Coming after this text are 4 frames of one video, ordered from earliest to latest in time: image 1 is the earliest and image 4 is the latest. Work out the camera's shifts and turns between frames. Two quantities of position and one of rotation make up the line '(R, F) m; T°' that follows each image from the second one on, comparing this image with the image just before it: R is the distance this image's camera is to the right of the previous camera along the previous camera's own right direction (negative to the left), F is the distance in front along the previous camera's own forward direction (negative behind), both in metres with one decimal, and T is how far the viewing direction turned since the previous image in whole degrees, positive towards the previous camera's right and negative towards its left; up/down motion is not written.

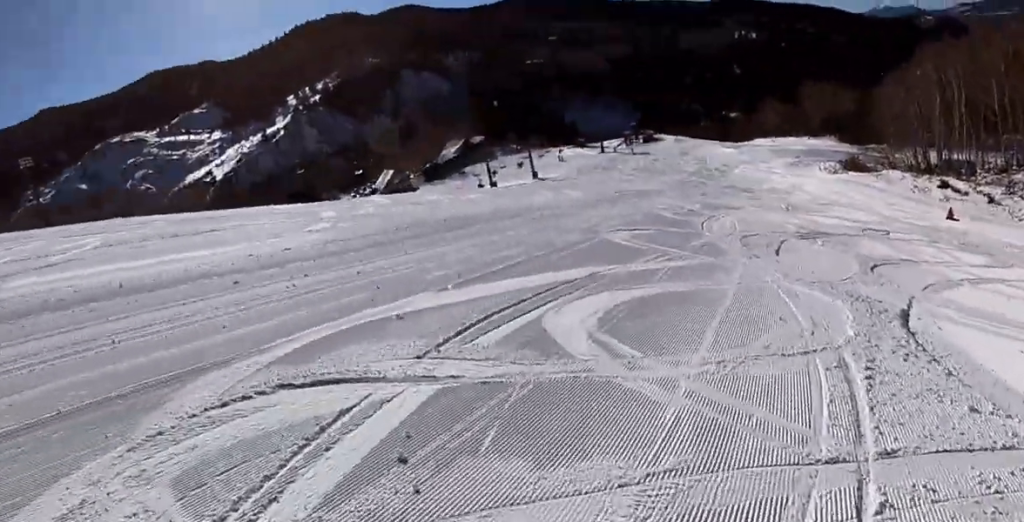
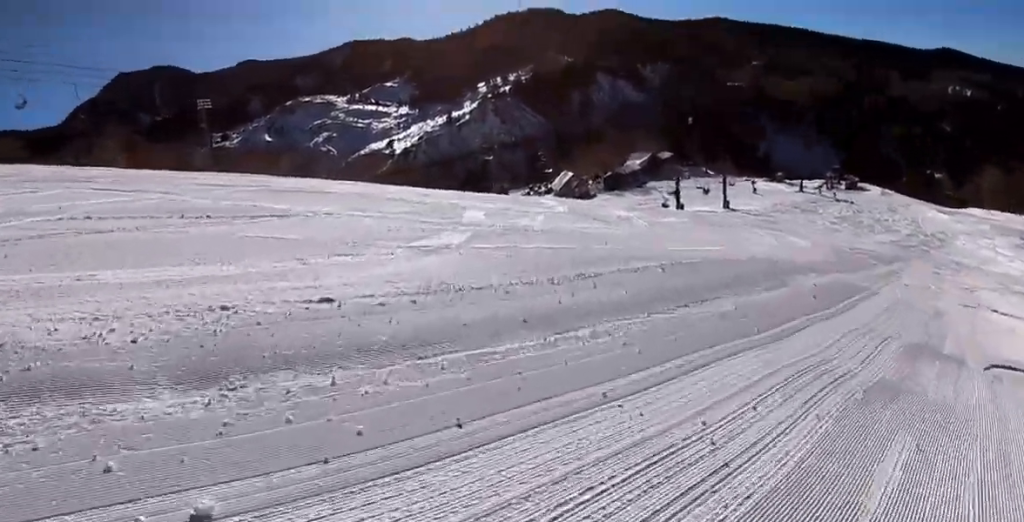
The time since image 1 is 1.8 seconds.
(-0.6, +6.6) m; -5°
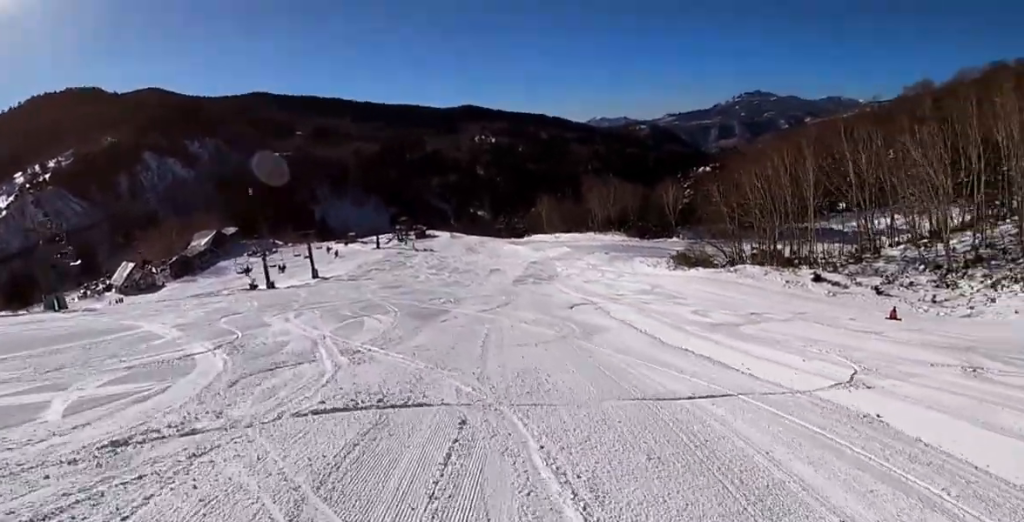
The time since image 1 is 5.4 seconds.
(+3.6, +14.8) m; +44°
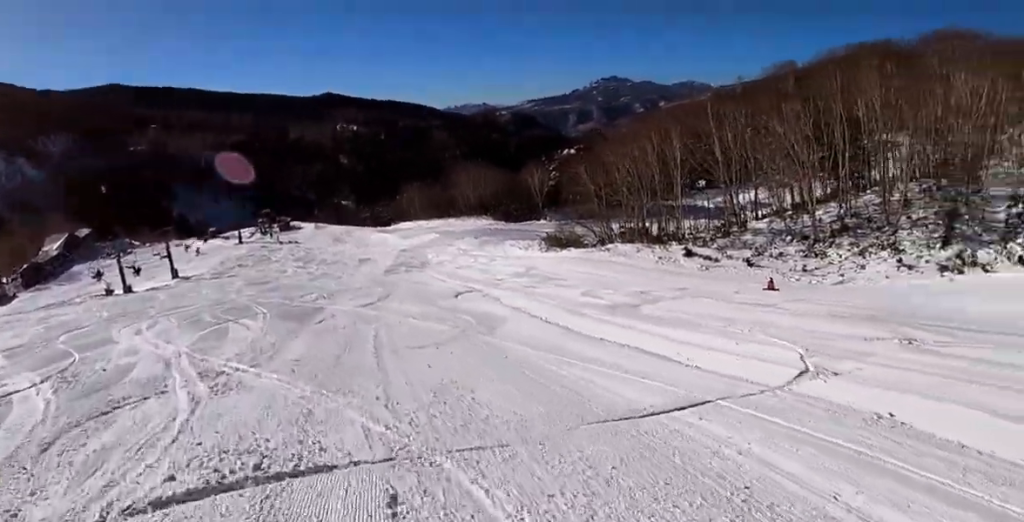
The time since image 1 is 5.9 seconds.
(+0.2, +2.4) m; +11°
